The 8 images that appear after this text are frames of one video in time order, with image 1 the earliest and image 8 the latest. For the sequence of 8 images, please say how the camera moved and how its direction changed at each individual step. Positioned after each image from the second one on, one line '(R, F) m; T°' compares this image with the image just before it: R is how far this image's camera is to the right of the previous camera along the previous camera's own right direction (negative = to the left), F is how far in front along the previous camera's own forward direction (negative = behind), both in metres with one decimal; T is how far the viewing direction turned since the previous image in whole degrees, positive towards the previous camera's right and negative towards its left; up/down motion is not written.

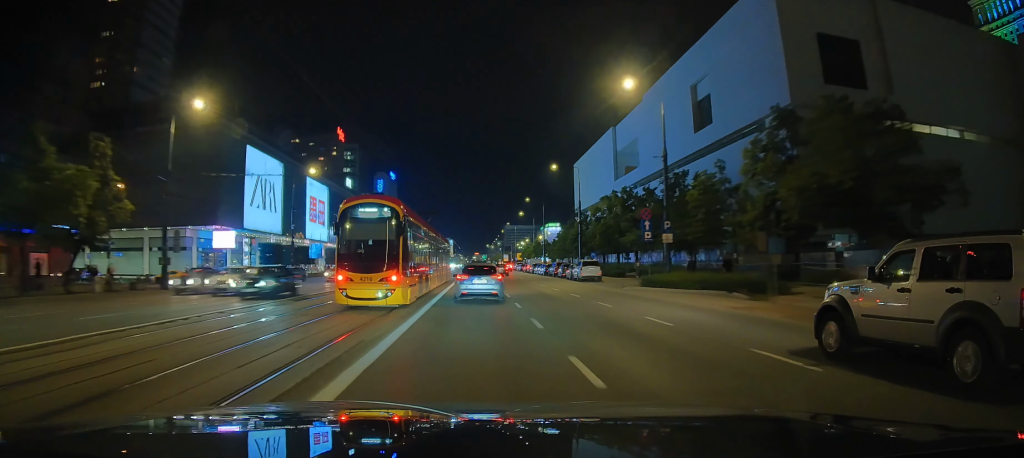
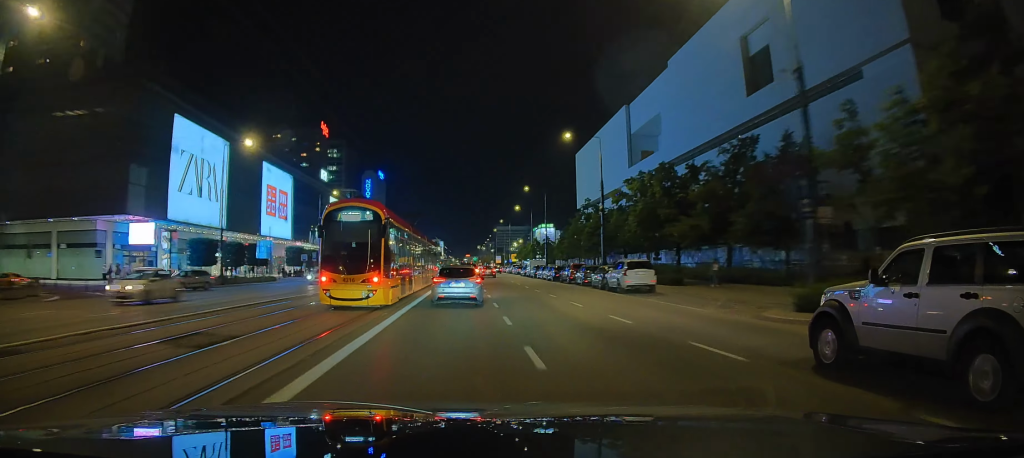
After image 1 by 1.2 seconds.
(+0.2, +16.5) m; +1°
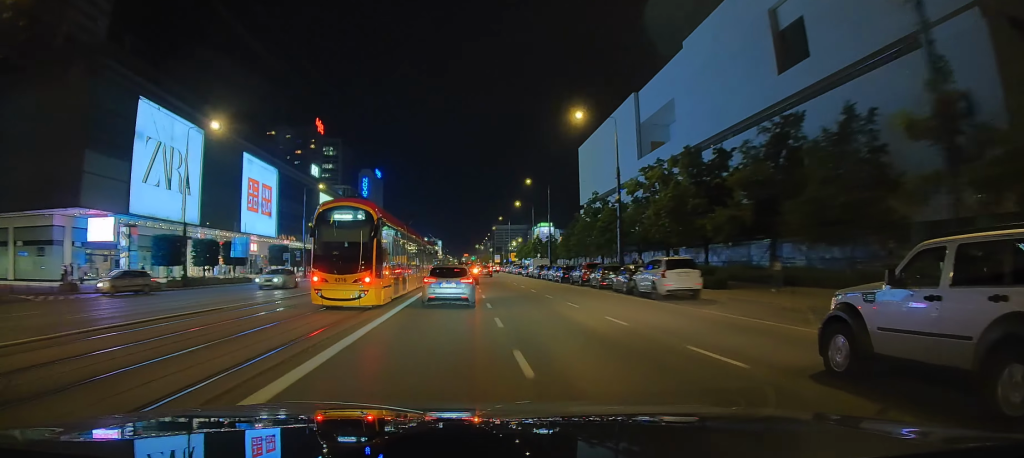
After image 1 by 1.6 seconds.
(0.0, +6.3) m; 0°
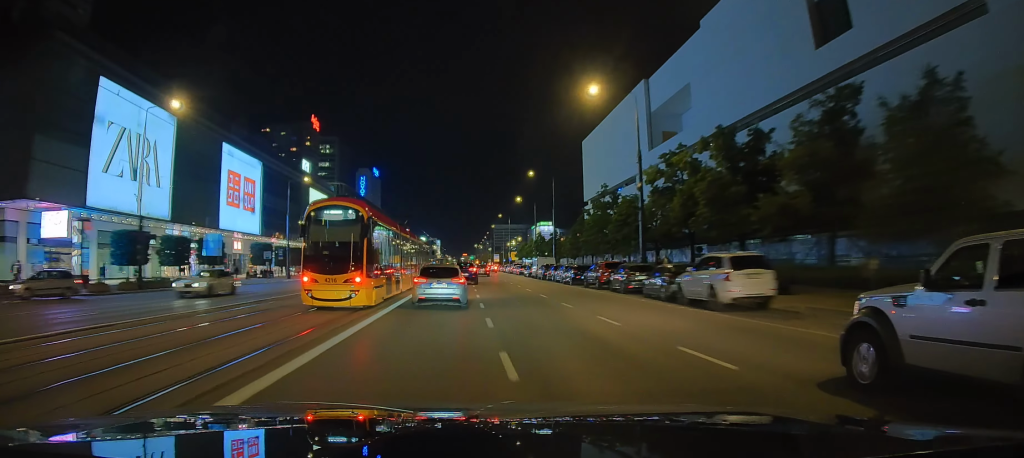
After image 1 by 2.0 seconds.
(0.0, +6.0) m; 0°
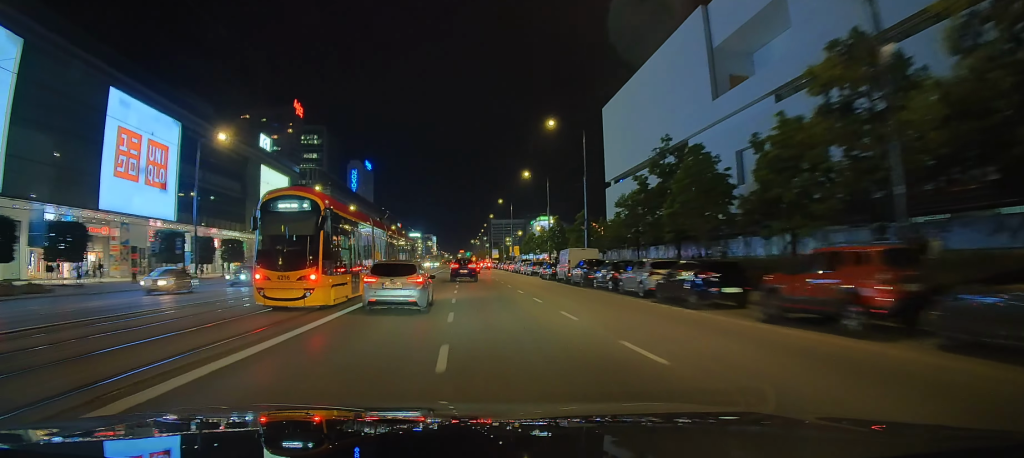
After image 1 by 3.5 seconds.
(+0.1, +23.2) m; +1°
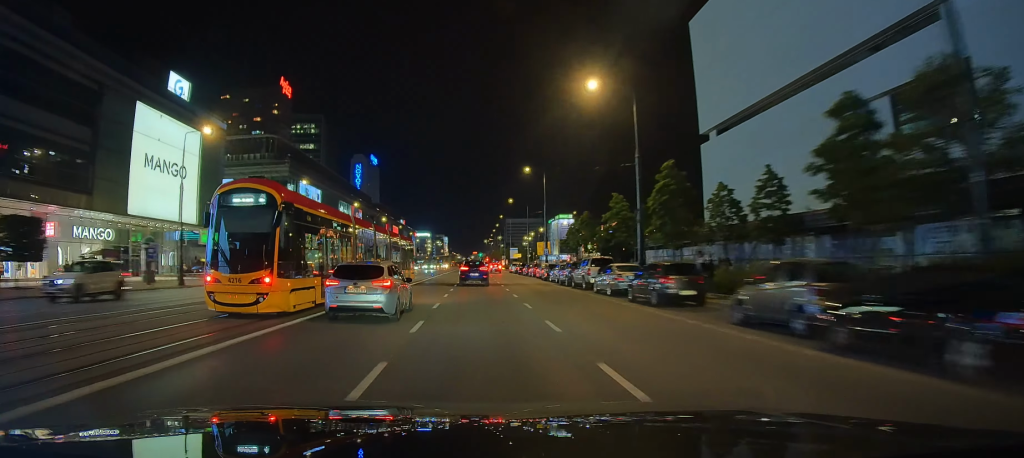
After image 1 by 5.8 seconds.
(+0.6, +38.0) m; 0°
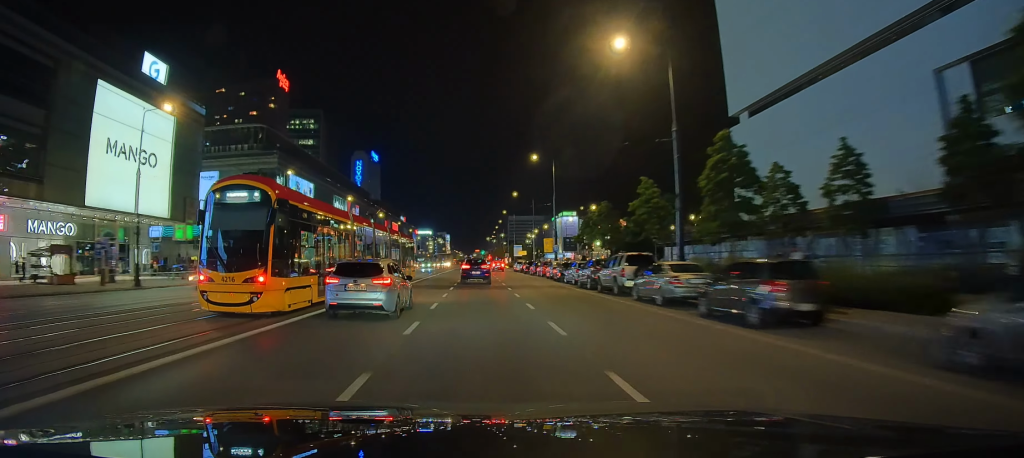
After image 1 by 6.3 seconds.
(-0.1, +7.4) m; -1°
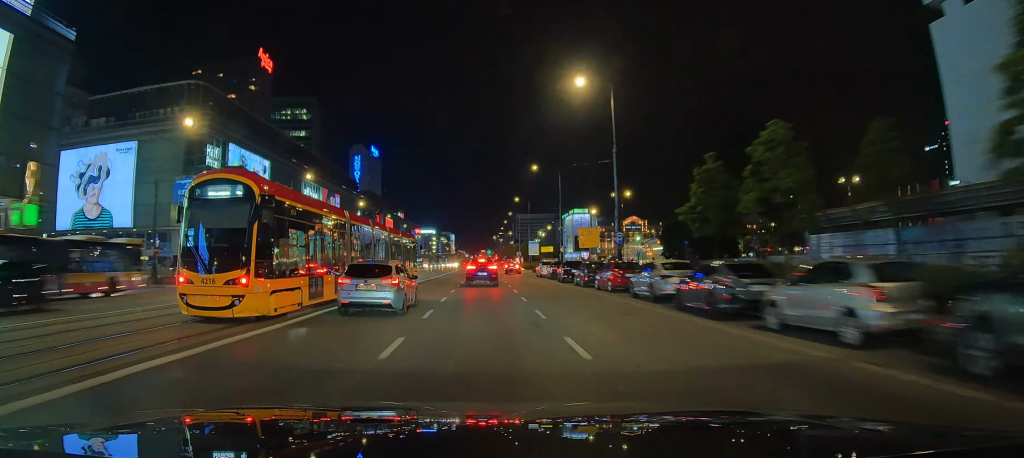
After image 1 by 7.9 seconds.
(-0.6, +26.4) m; -3°
